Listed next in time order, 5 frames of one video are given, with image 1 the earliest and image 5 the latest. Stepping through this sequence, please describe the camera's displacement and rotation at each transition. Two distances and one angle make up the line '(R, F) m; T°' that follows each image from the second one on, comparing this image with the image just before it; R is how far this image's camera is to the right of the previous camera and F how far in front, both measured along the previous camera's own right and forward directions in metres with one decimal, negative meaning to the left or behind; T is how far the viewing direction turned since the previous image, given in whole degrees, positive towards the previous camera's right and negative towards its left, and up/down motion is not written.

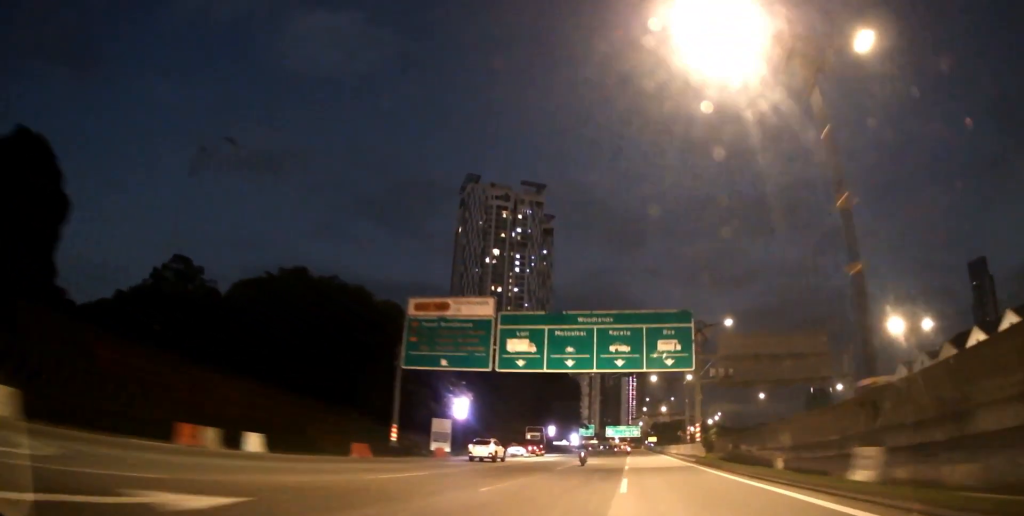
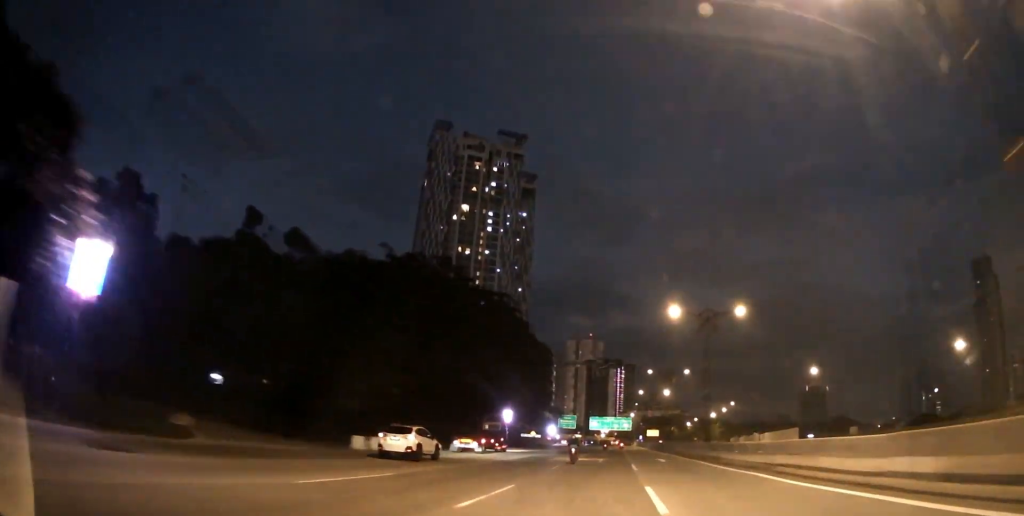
(+0.4, +44.9) m; +1°
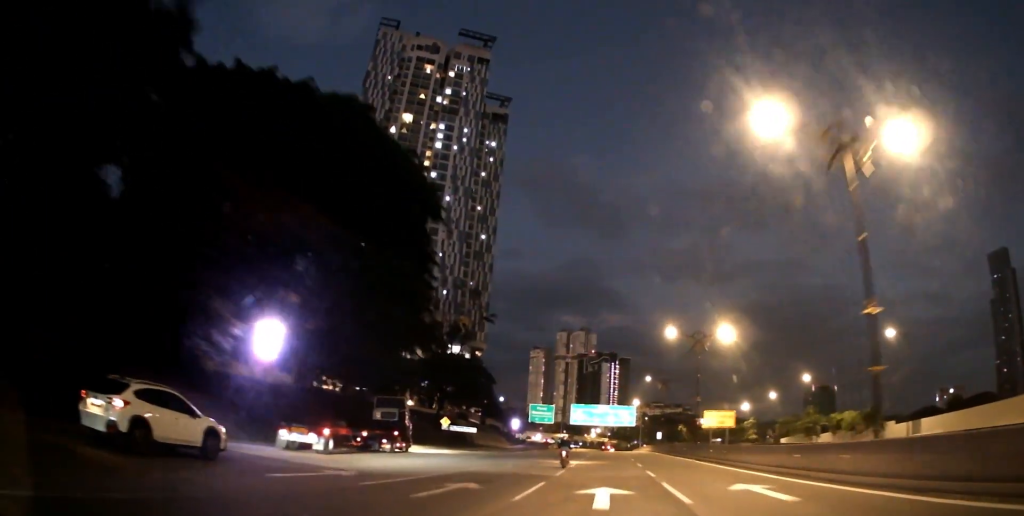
(+0.6, +70.6) m; +1°
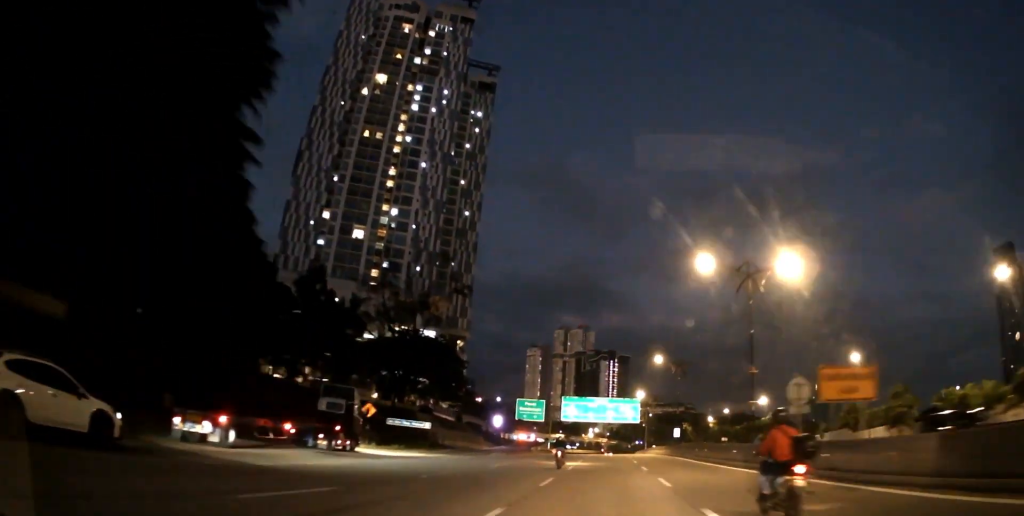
(-0.1, +21.9) m; 0°
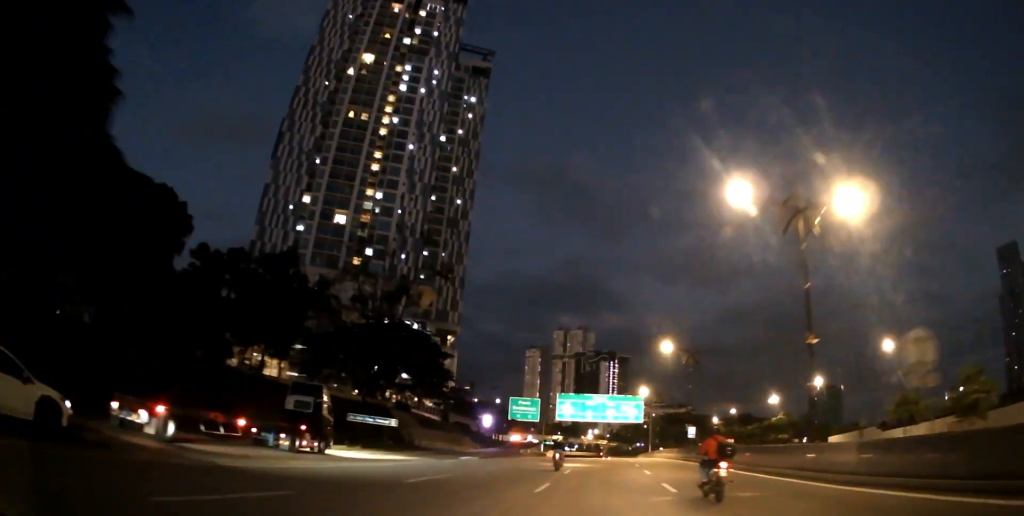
(0.0, +11.2) m; 0°
